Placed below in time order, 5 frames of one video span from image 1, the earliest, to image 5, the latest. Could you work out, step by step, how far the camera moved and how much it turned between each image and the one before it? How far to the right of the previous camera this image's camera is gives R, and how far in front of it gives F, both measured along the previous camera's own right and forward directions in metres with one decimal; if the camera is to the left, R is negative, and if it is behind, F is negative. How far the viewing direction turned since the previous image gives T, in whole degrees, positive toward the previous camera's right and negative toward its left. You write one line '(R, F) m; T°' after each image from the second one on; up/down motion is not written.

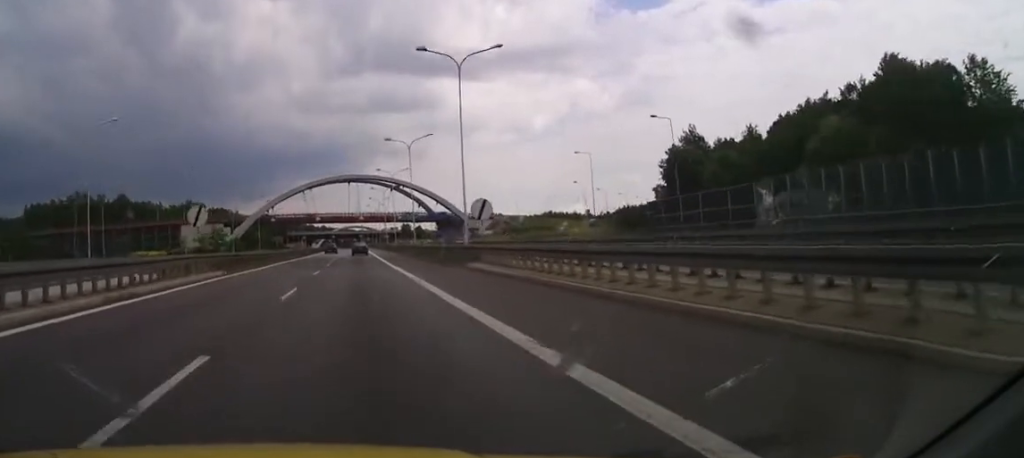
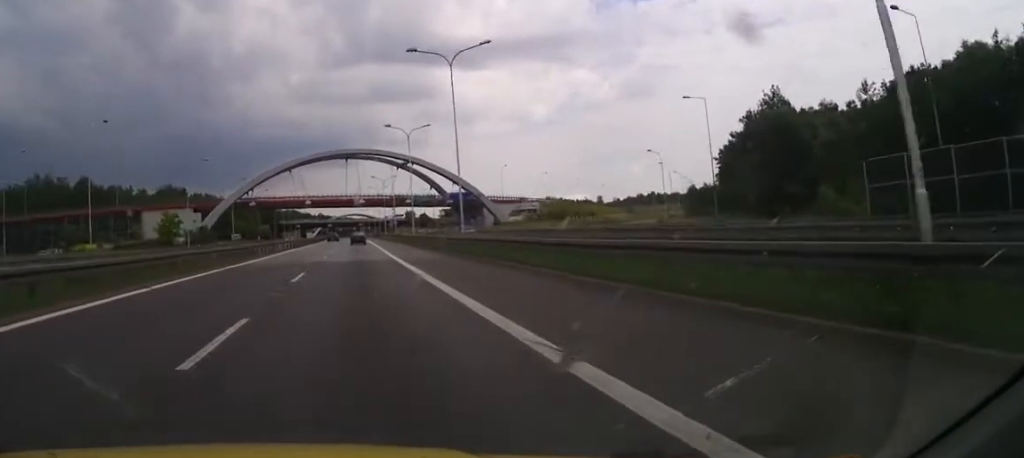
(-0.8, +34.7) m; +1°
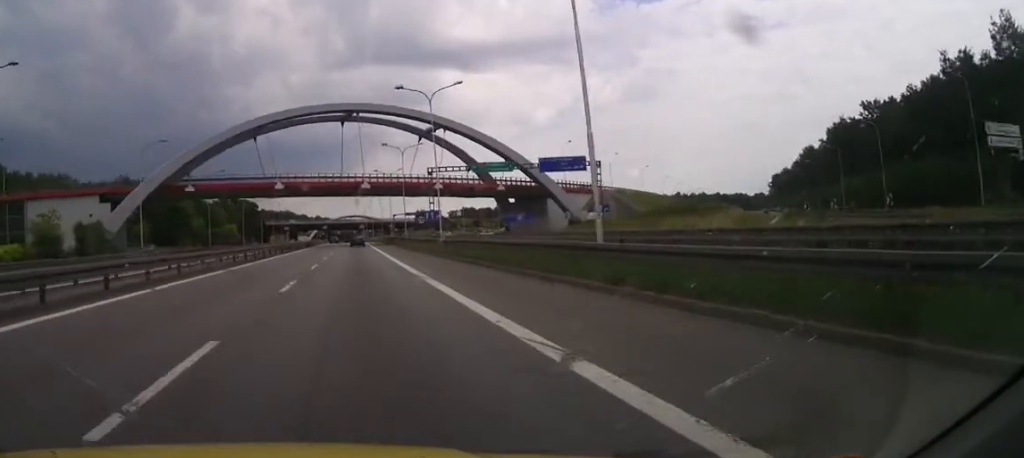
(+2.0, +56.4) m; +1°
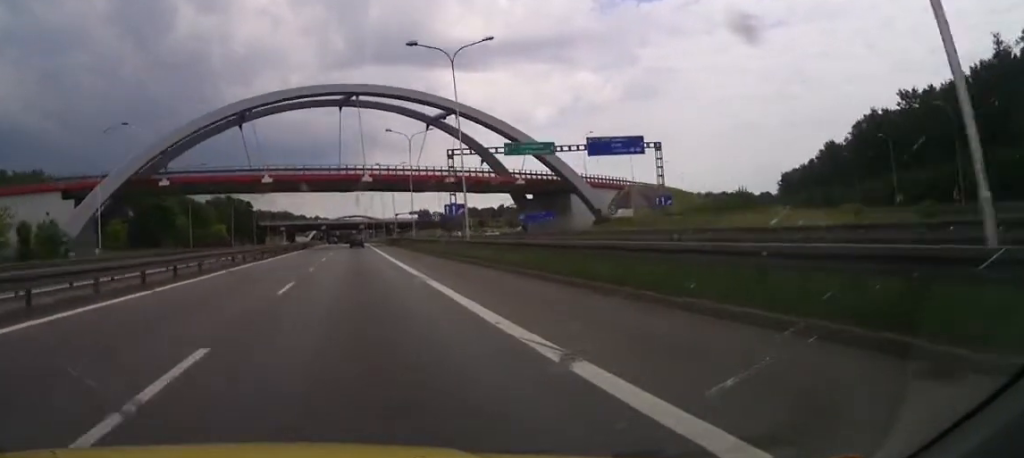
(-0.2, +12.3) m; -1°
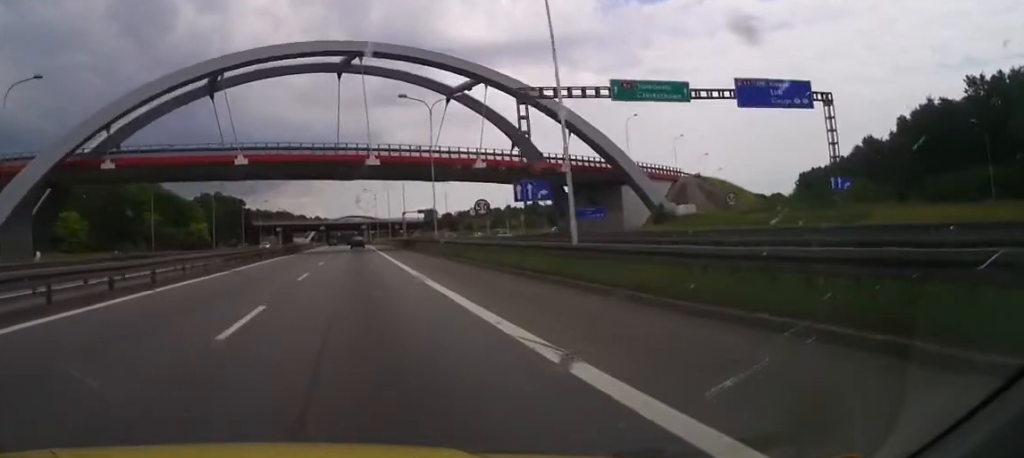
(0.0, +18.9) m; 0°
